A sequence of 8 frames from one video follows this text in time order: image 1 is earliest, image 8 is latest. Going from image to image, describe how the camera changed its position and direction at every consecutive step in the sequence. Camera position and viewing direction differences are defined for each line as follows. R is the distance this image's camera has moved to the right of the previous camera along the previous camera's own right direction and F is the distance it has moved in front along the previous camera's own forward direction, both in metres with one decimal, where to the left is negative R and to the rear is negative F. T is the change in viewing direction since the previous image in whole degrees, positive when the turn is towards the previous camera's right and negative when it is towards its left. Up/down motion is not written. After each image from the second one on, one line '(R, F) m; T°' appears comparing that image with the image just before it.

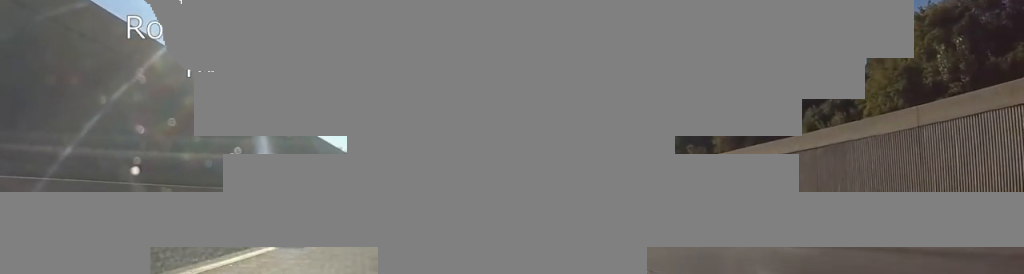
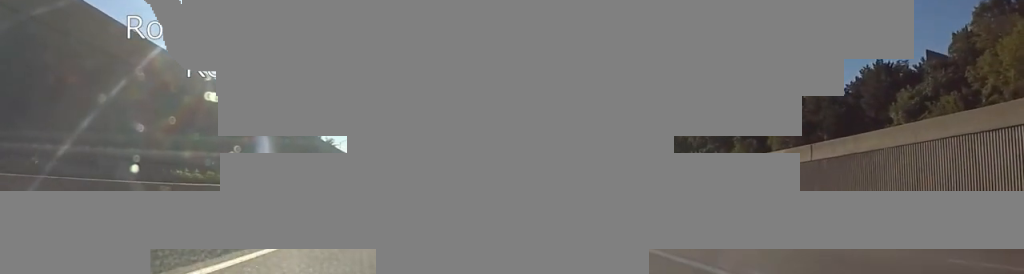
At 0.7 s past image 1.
(-0.4, +17.2) m; -2°
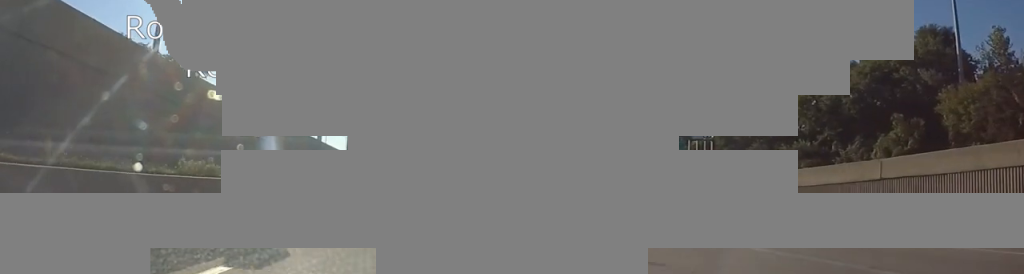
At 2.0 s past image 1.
(-0.5, +33.6) m; +2°
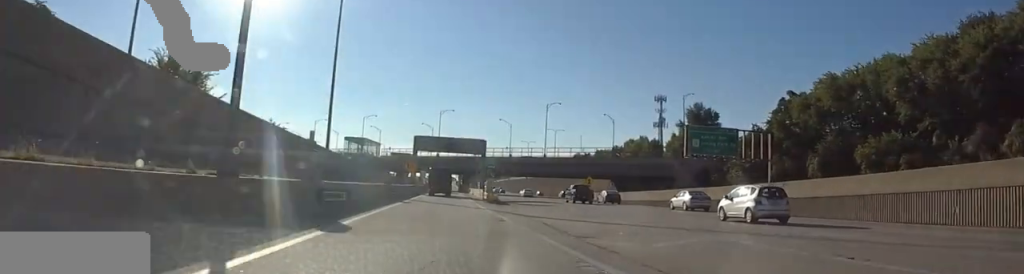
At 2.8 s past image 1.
(+1.2, +18.0) m; +1°
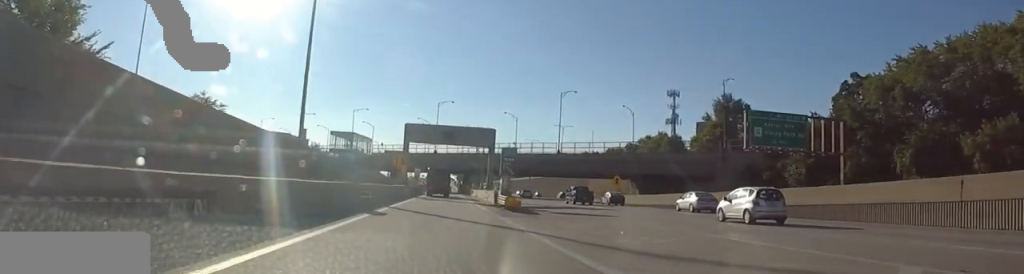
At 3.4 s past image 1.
(-0.3, +15.9) m; -1°
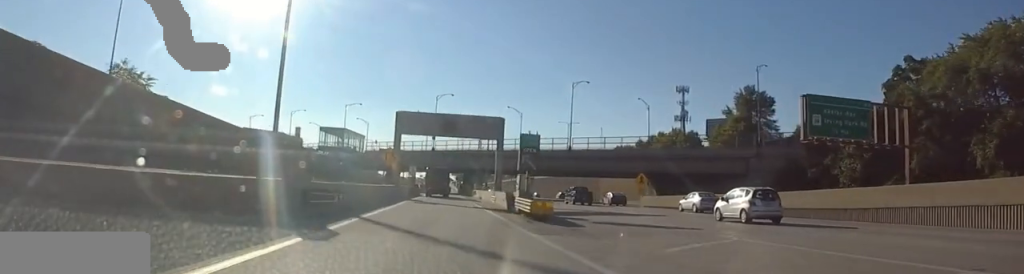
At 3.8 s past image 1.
(-0.3, +10.5) m; -1°
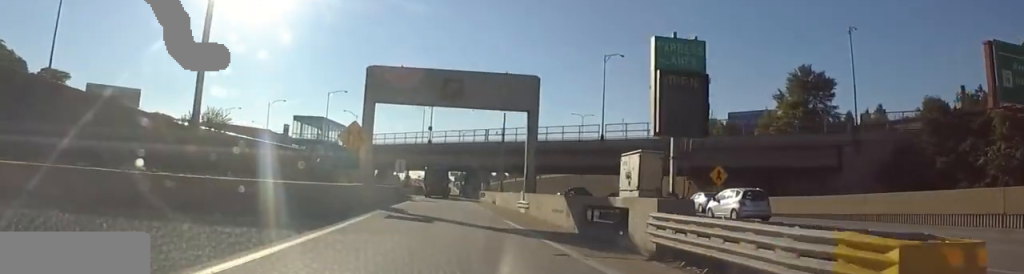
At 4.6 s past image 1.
(+0.2, +20.1) m; -1°
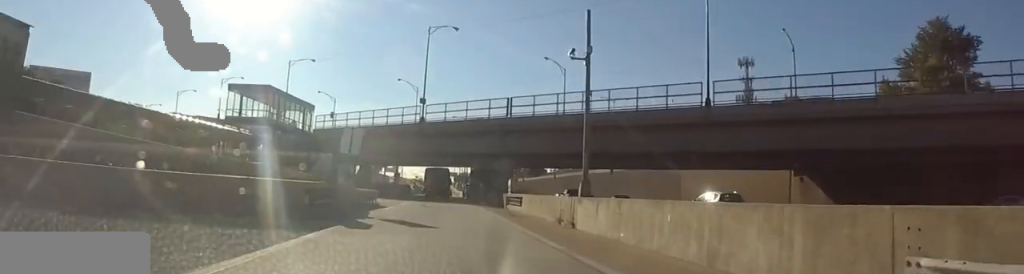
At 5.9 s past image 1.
(-0.6, +30.8) m; +1°
